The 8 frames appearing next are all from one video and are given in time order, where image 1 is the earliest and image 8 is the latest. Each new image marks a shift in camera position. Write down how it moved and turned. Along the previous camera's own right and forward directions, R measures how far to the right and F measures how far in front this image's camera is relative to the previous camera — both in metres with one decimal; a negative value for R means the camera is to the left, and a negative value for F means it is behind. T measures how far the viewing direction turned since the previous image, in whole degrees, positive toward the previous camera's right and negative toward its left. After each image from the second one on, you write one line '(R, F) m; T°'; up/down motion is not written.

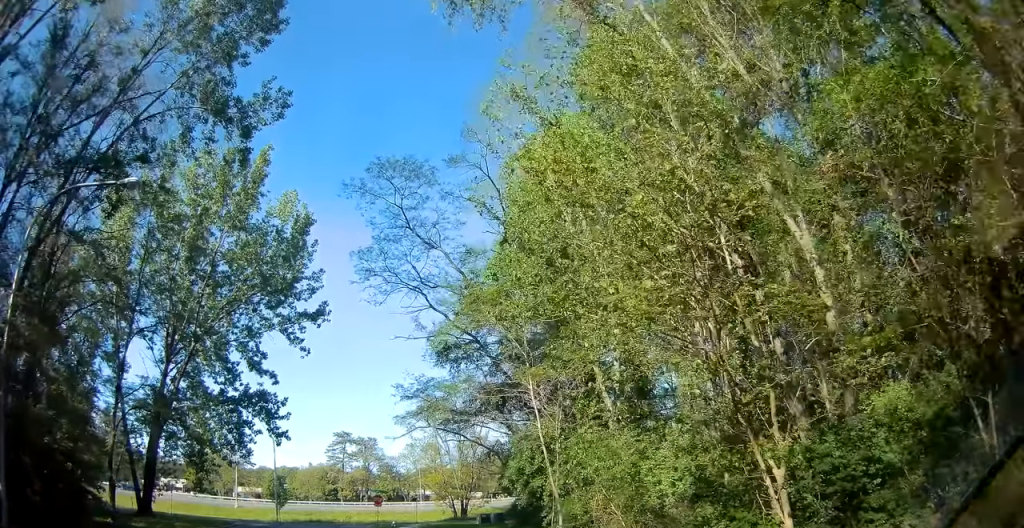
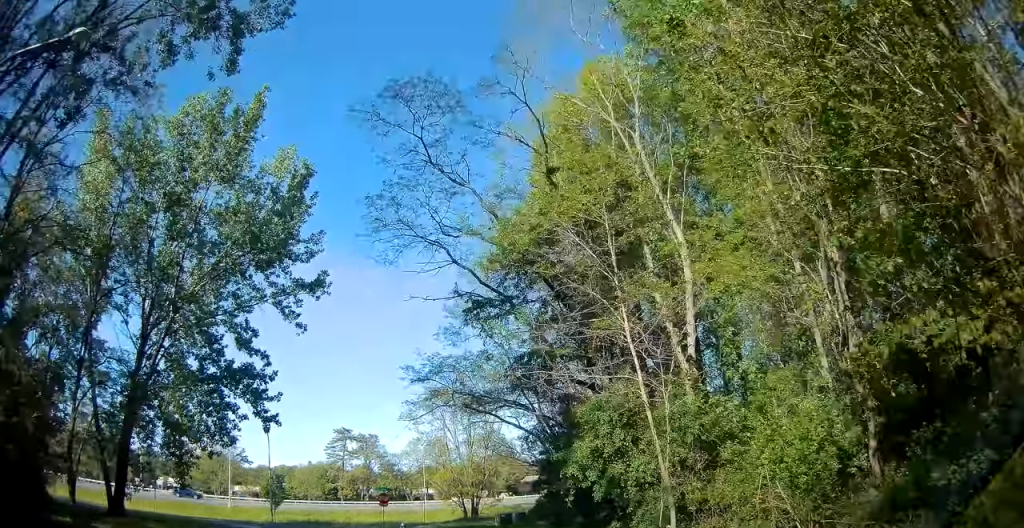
(+0.1, +5.0) m; -1°
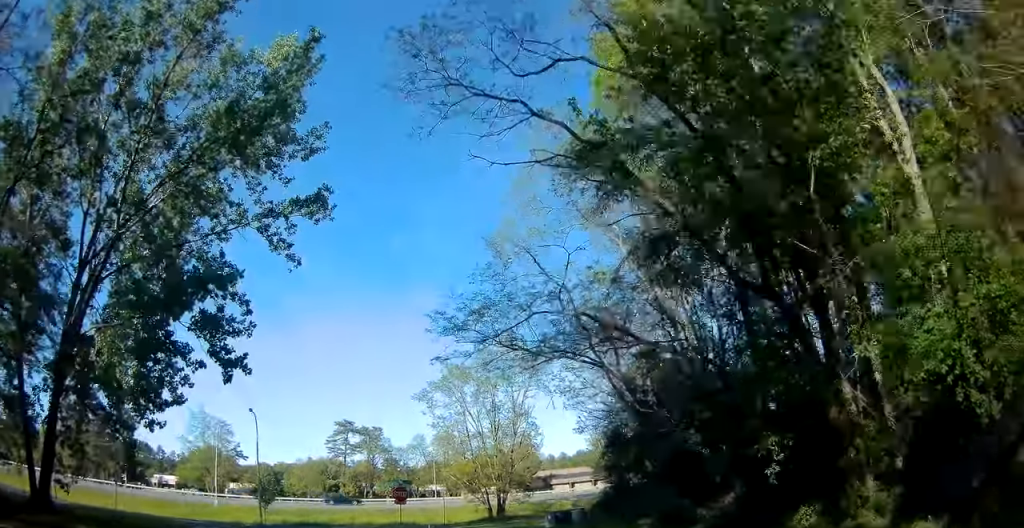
(-0.2, +9.3) m; -2°
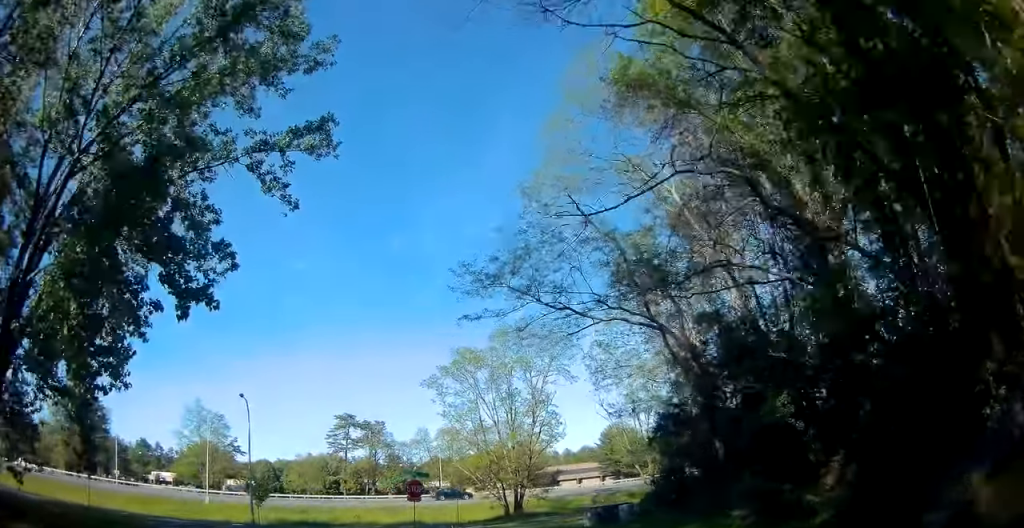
(-0.1, +4.9) m; 0°
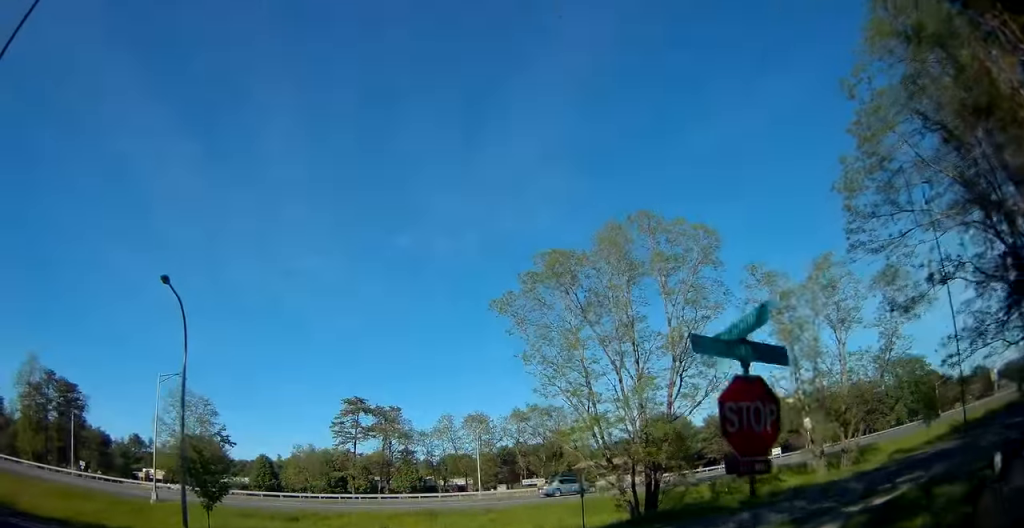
(+0.9, +21.0) m; +4°
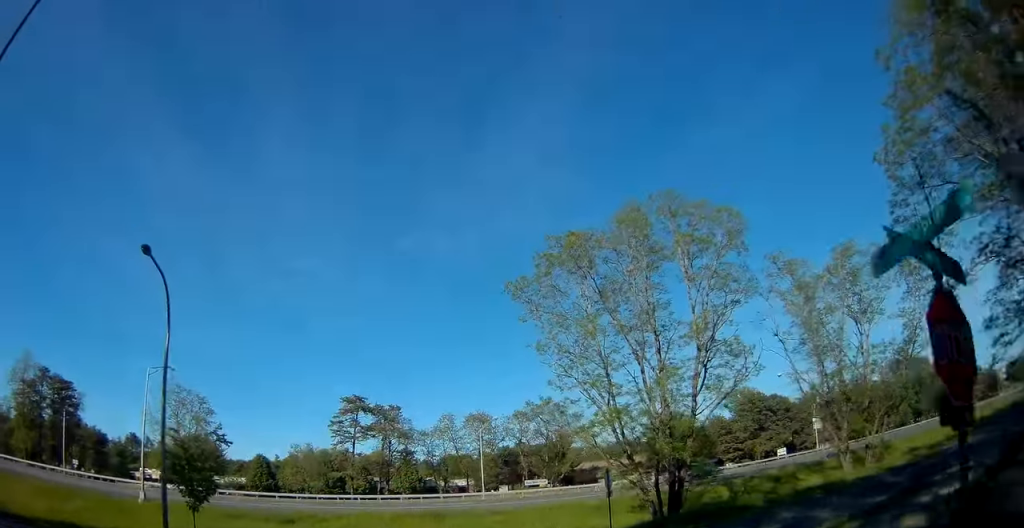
(0.0, +2.6) m; +1°
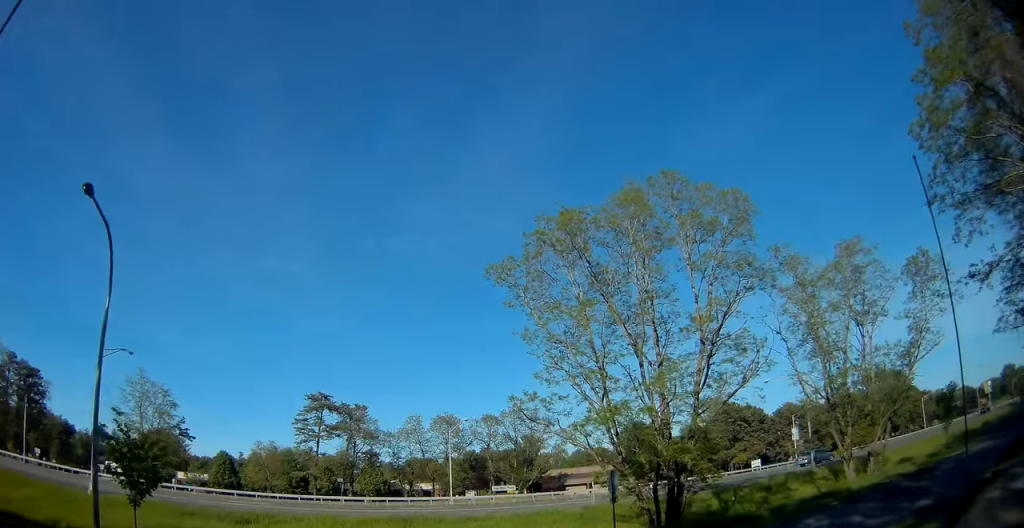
(0.0, +3.7) m; +5°
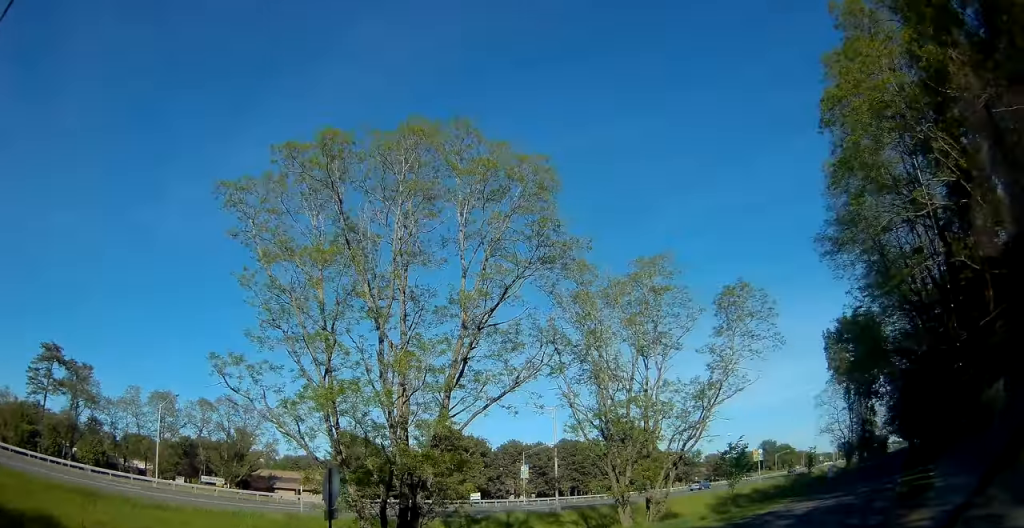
(+1.5, +4.6) m; +38°
